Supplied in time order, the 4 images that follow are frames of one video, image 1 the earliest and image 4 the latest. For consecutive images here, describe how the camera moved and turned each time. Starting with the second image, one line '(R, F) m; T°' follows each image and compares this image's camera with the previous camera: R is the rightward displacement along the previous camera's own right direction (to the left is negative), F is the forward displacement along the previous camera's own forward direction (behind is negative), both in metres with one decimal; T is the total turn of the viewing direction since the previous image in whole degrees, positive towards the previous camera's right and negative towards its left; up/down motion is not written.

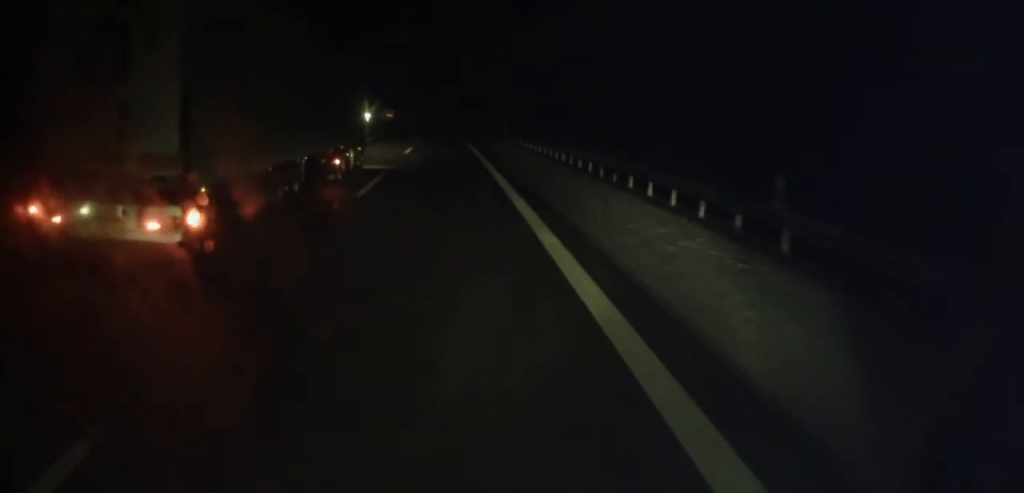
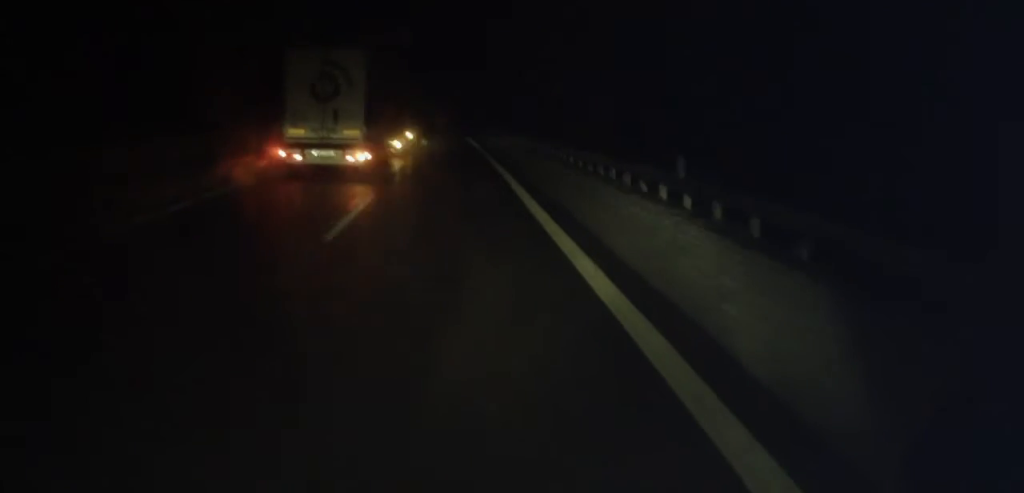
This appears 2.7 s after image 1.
(+0.4, +42.4) m; 0°
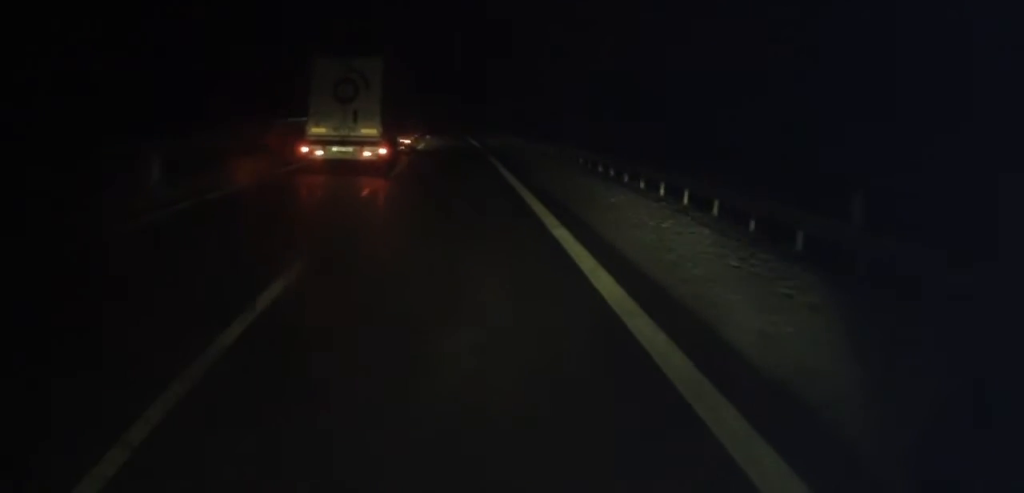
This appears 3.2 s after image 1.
(-0.3, +7.9) m; 0°
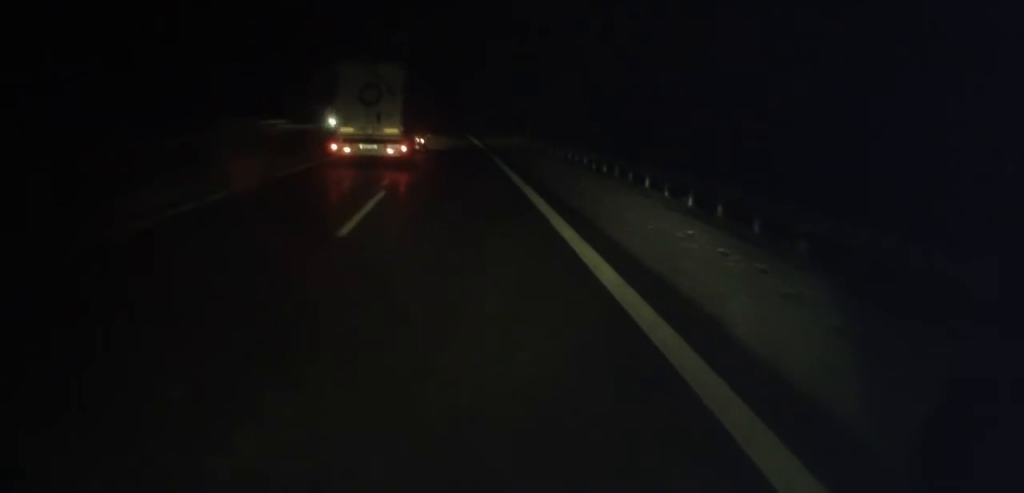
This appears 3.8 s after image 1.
(-0.1, +10.0) m; 0°
